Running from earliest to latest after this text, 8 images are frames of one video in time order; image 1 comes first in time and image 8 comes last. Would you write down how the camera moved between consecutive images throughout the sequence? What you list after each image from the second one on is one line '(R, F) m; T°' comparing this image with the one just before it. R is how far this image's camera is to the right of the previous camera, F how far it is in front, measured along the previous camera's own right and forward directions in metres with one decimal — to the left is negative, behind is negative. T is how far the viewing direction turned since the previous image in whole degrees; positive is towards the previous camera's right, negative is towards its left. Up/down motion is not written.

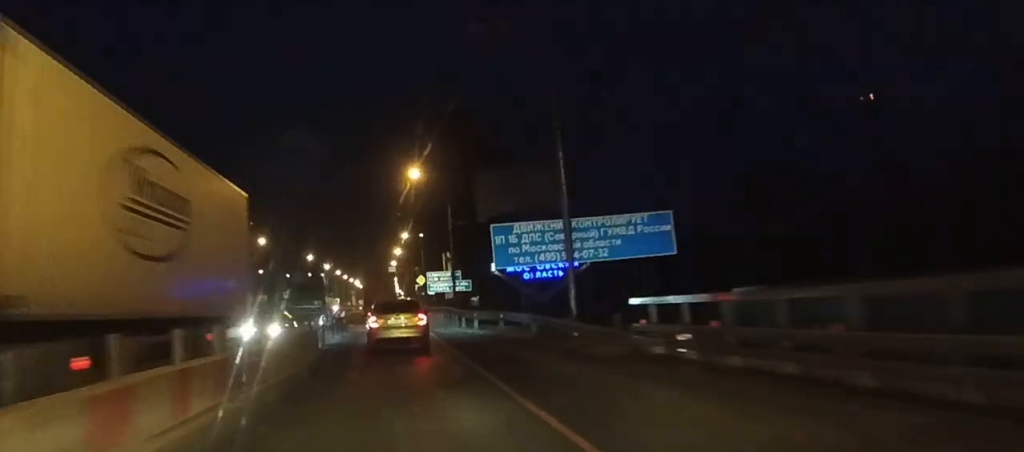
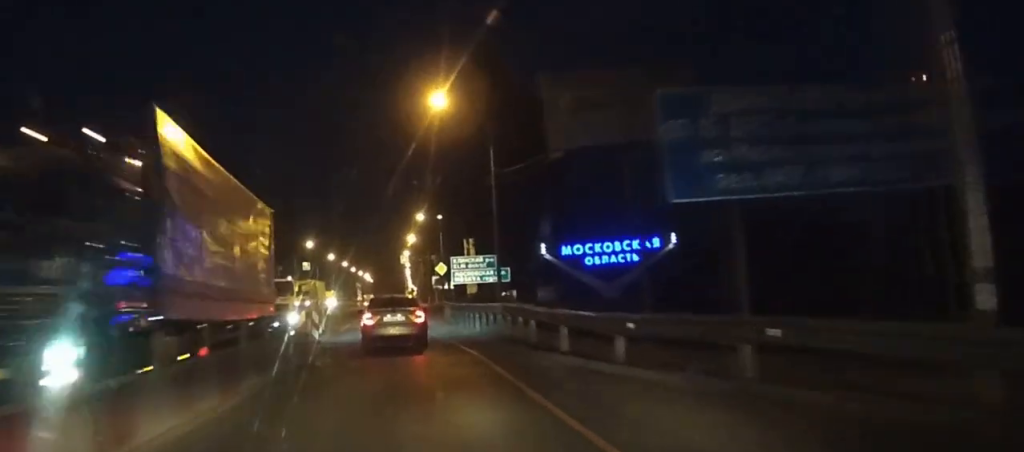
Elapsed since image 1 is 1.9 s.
(-0.2, +22.1) m; -1°
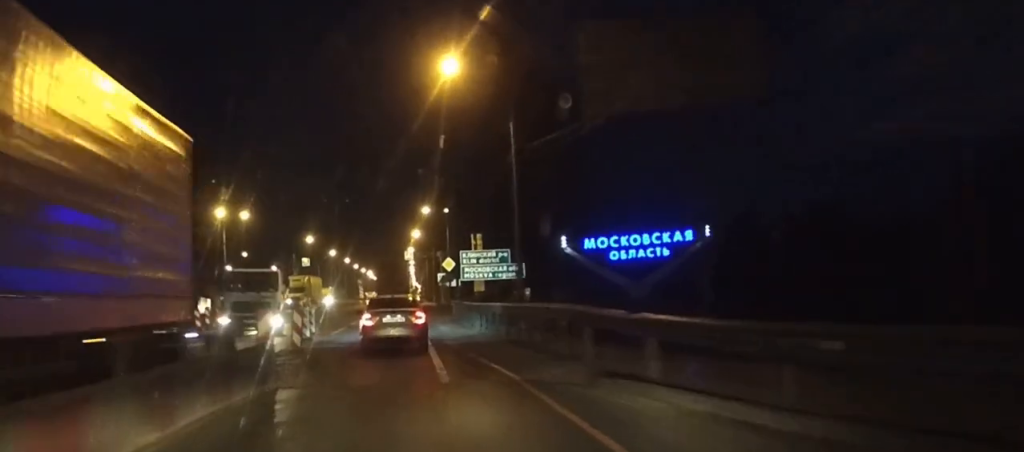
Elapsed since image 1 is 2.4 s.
(0.0, +6.0) m; 0°
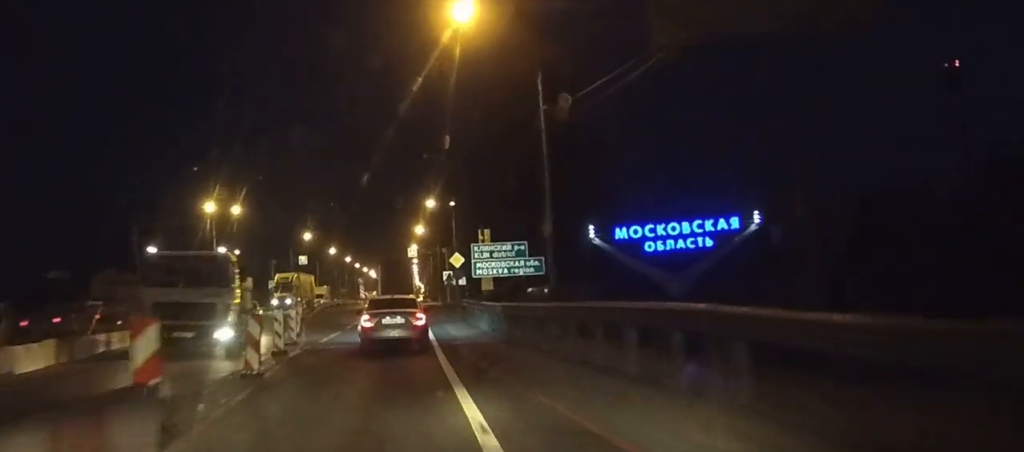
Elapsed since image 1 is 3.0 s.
(0.0, +7.2) m; 0°
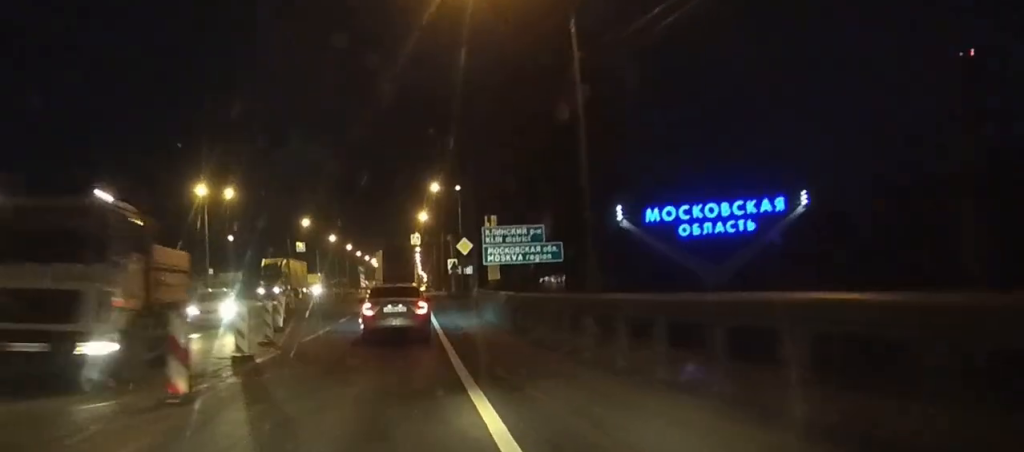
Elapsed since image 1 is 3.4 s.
(0.0, +5.6) m; 0°
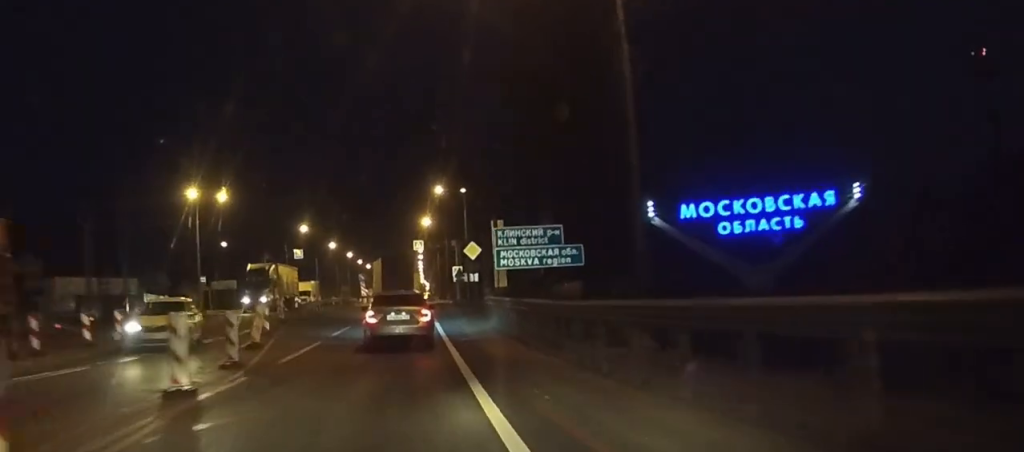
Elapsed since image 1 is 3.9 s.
(0.0, +5.2) m; 0°
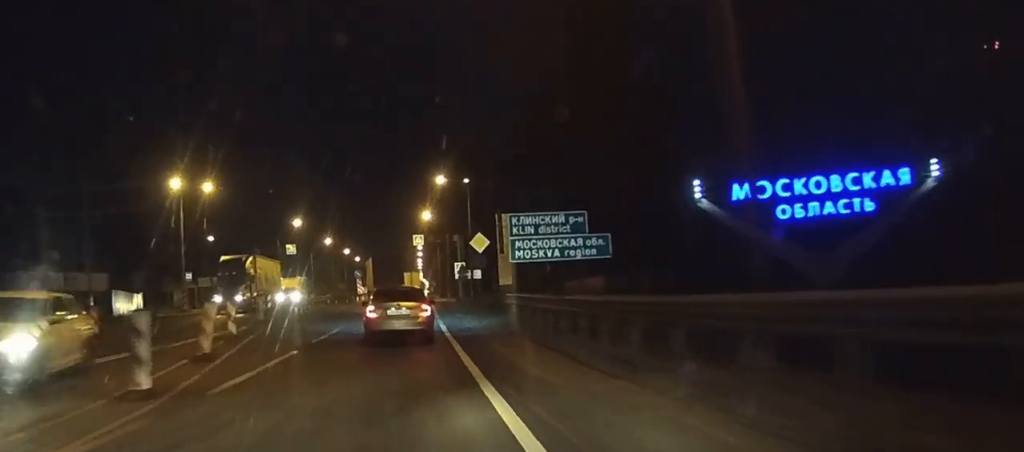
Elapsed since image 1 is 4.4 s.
(0.0, +6.2) m; 0°
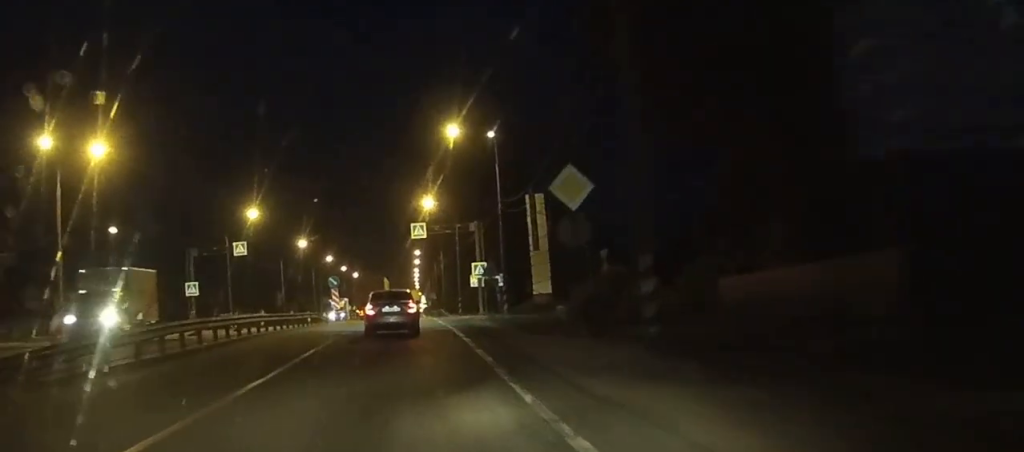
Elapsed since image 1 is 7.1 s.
(-0.1, +31.1) m; -1°
